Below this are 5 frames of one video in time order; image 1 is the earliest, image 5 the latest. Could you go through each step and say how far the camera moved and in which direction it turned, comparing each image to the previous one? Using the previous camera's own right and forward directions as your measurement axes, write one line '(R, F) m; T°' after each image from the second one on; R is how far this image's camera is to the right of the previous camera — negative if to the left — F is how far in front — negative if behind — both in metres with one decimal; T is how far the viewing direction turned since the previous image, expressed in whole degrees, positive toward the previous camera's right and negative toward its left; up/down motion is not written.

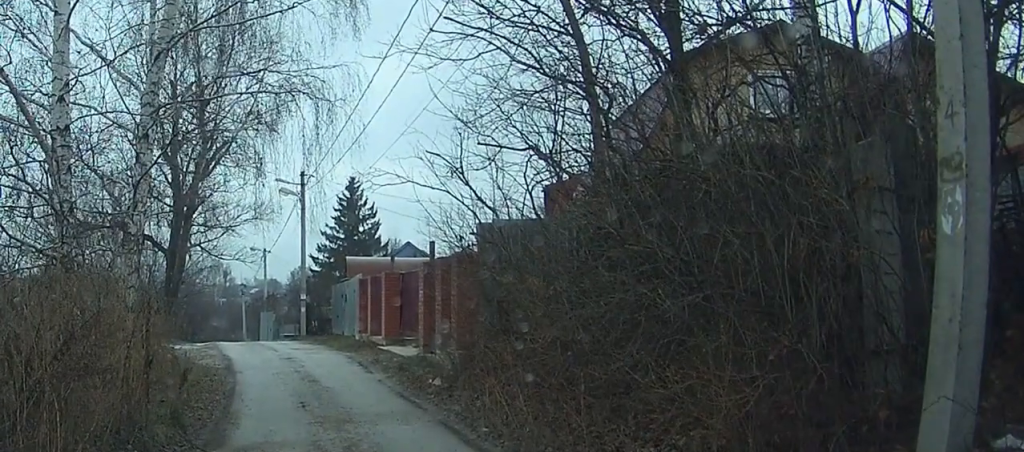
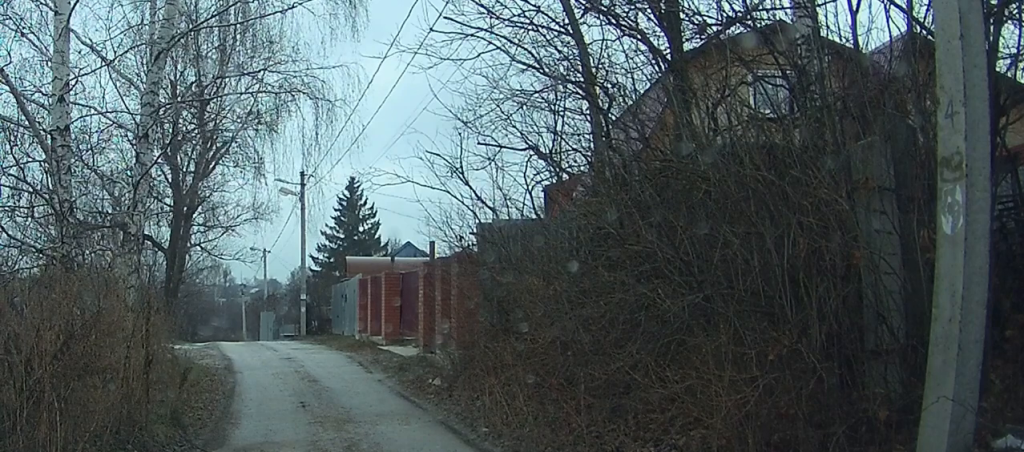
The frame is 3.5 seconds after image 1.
(-0.3, -0.2) m; 0°
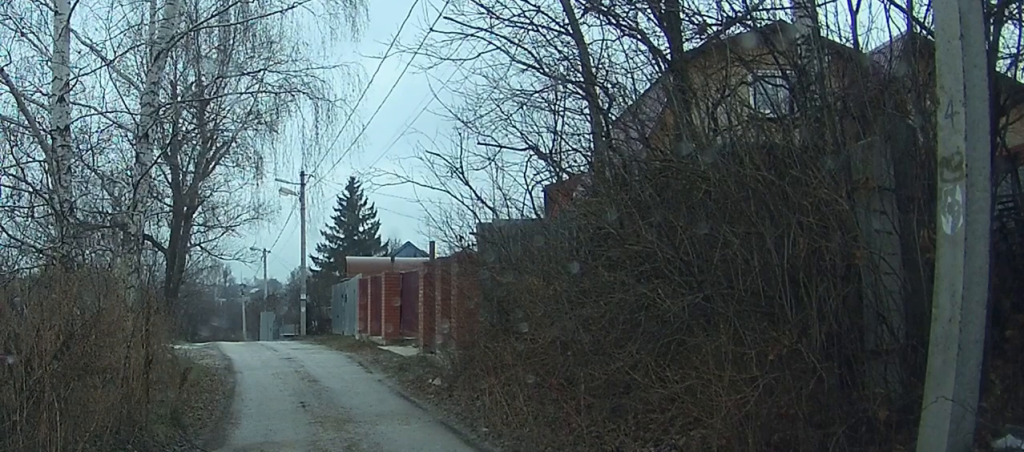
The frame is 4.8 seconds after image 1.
(0.0, 0.0) m; 0°
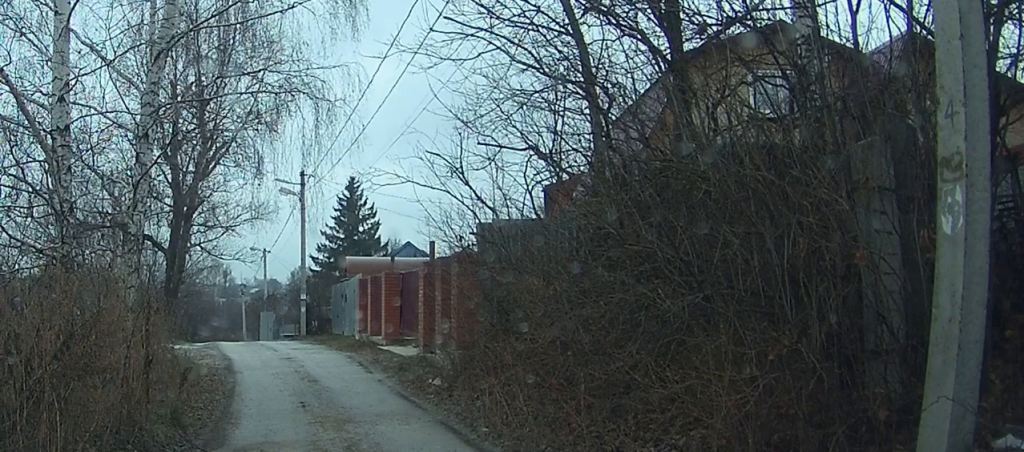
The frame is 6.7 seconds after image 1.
(0.0, 0.0) m; 0°
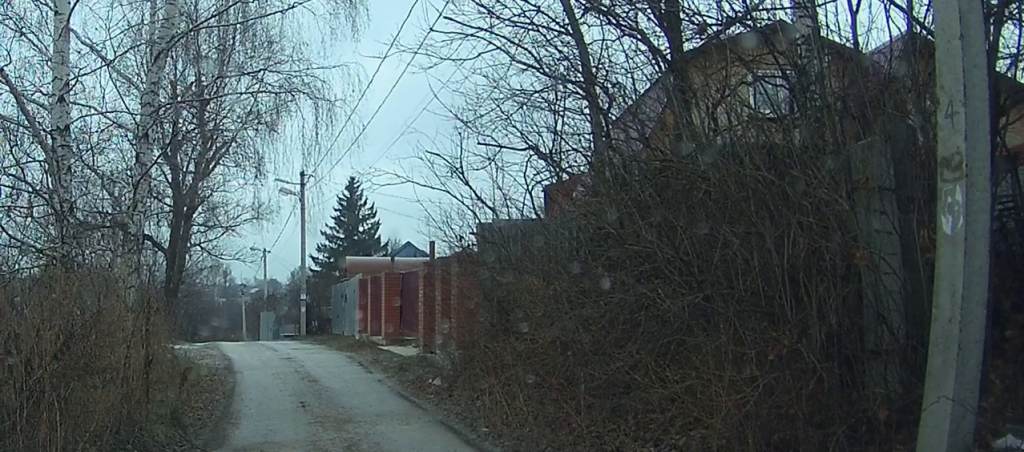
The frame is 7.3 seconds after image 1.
(0.0, 0.0) m; 0°
